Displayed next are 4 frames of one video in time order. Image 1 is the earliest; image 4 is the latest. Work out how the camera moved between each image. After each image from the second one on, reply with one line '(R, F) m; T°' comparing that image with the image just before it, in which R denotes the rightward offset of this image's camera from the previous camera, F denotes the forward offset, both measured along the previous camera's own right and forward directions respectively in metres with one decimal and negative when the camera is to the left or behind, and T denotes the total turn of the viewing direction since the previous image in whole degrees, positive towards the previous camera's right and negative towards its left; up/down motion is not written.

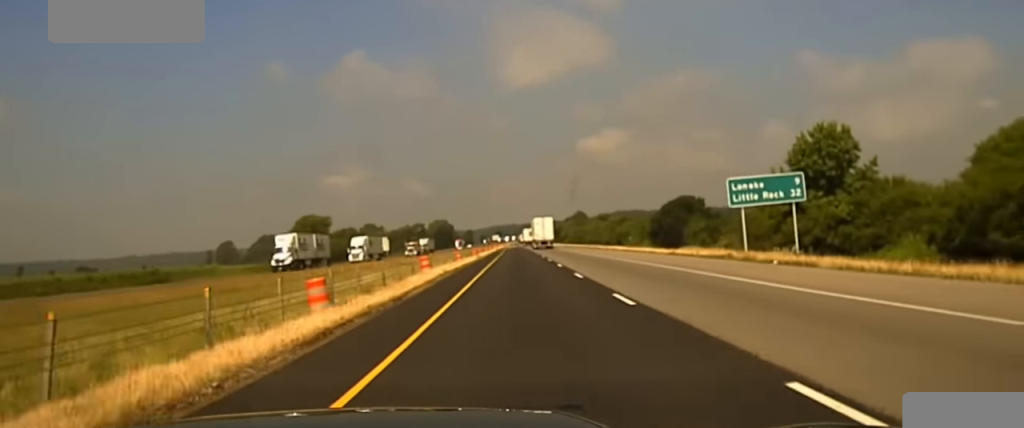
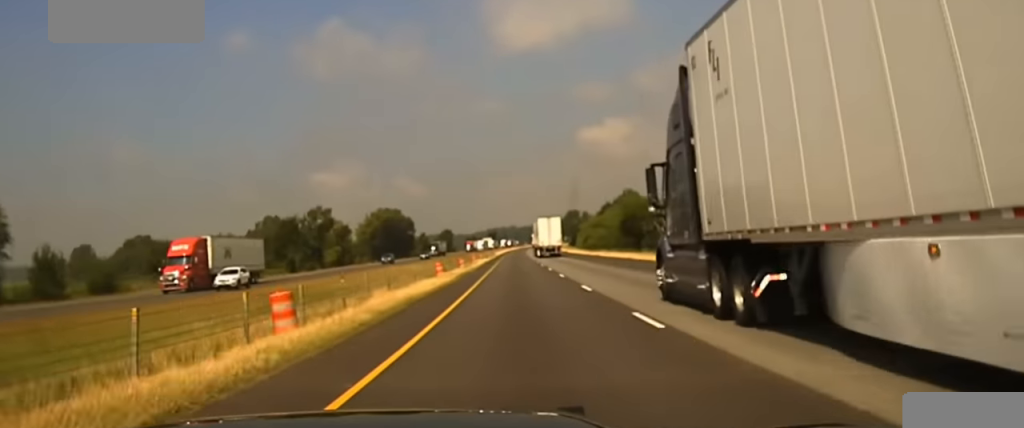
(-0.8, +221.6) m; 0°
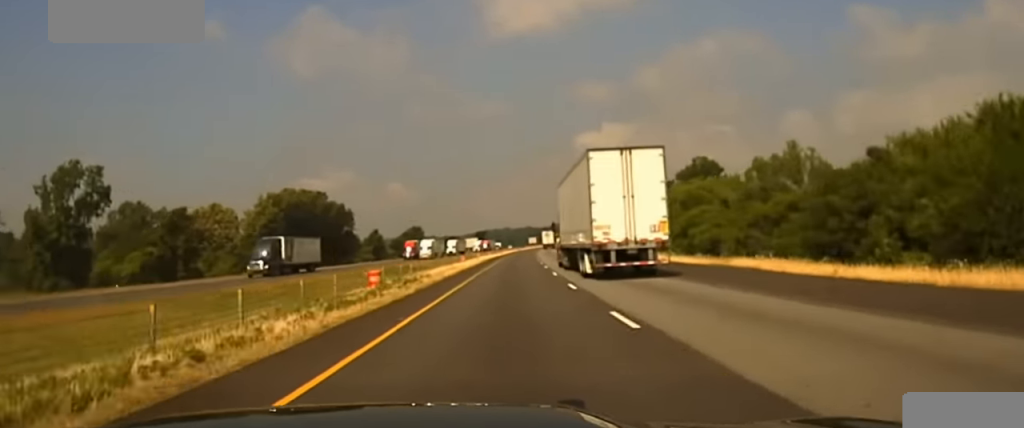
(+0.1, +120.9) m; 0°
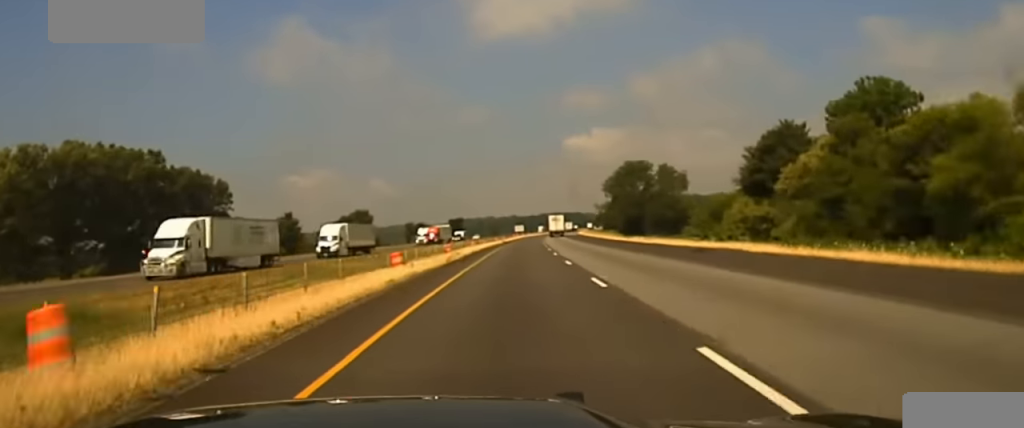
(+0.6, +90.6) m; +1°
